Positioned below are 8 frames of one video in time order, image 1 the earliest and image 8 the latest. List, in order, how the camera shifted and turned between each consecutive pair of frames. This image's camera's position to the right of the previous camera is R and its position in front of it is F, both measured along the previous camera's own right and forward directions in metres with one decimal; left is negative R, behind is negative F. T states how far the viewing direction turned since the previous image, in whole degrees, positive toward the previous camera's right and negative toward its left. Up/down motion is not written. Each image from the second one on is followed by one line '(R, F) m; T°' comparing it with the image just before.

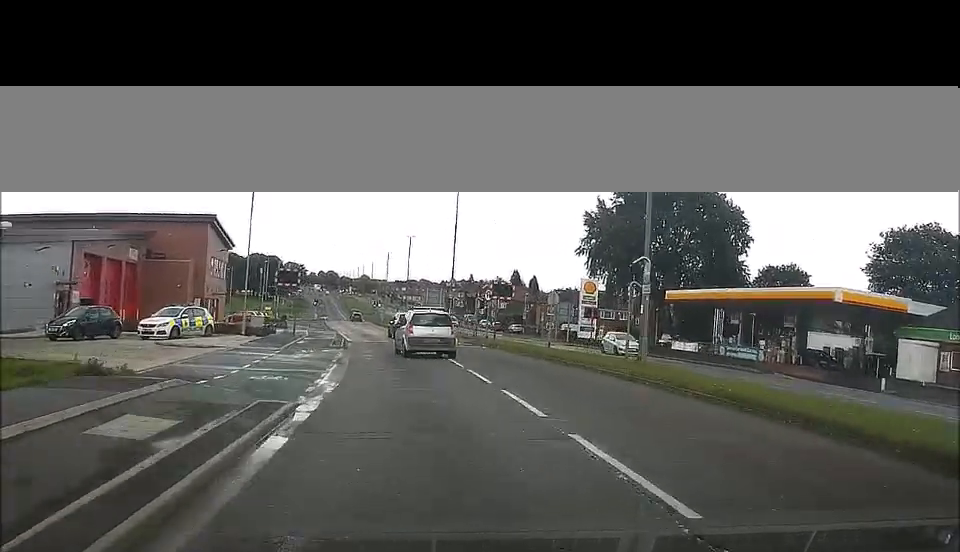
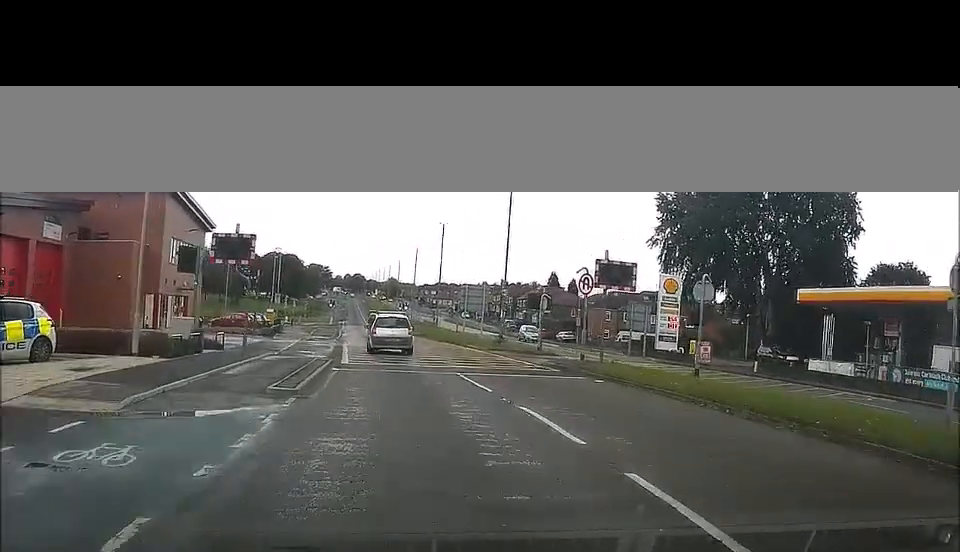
(-0.9, +19.2) m; -2°
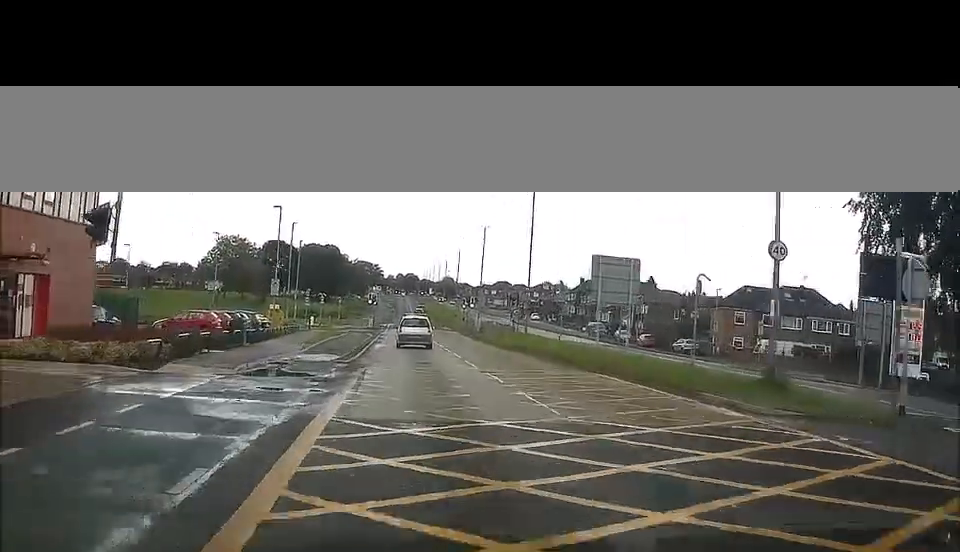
(-0.6, +29.7) m; -5°
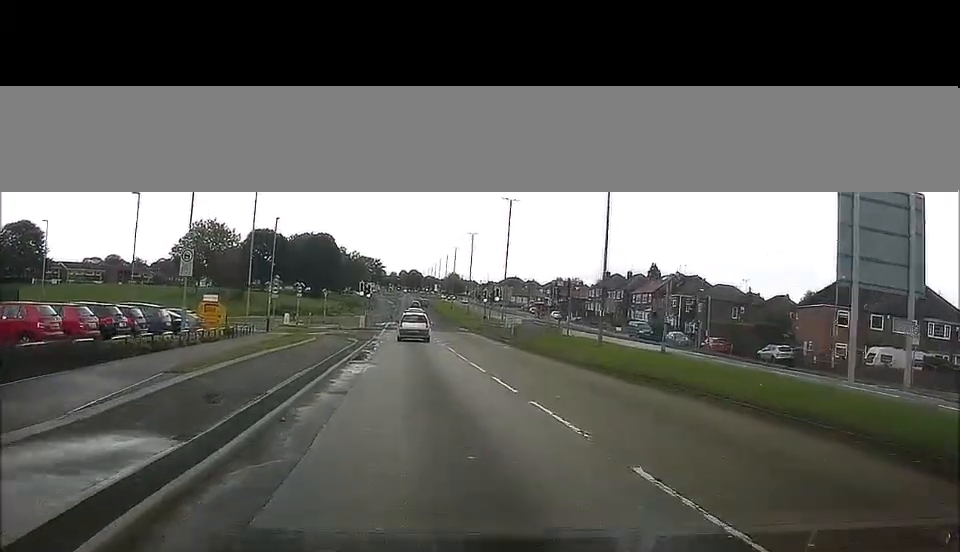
(-0.6, +21.4) m; -2°
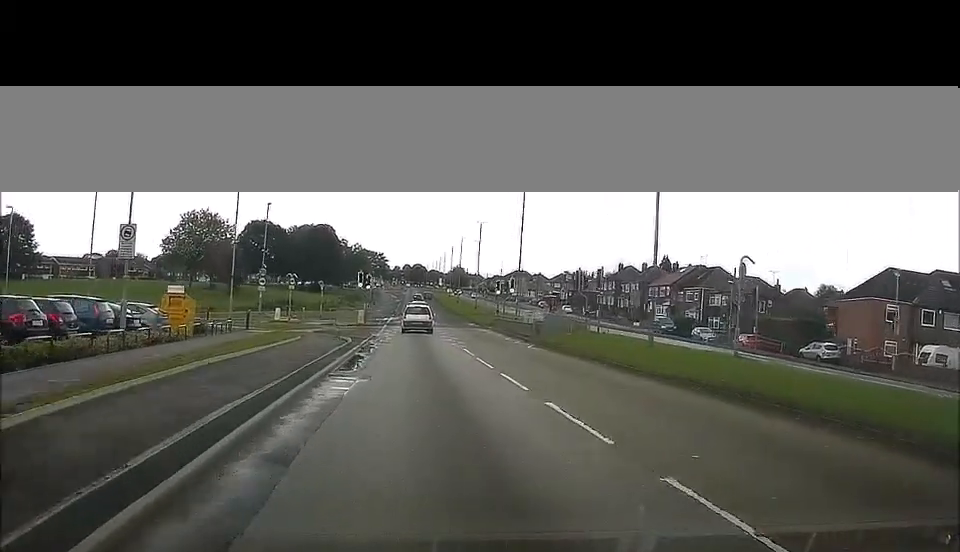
(-0.1, +7.0) m; 0°
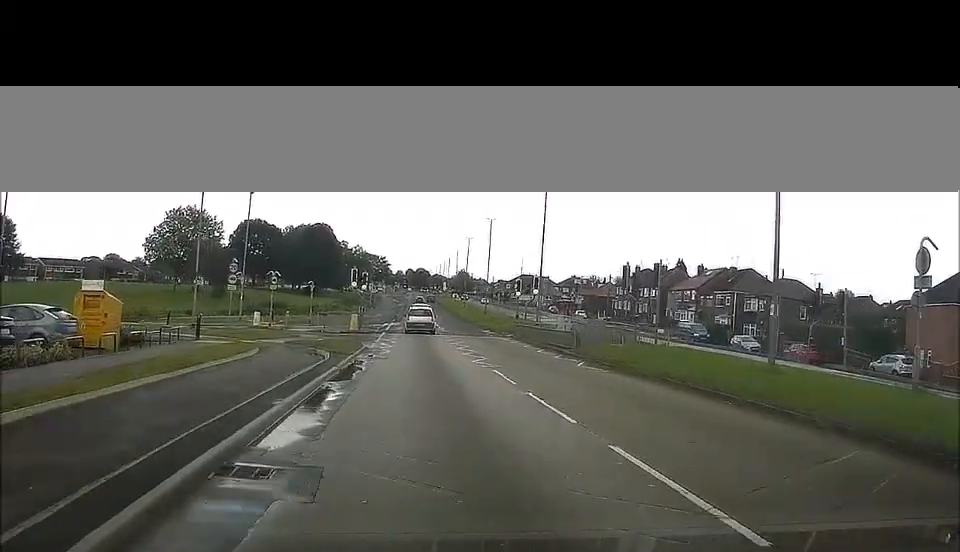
(0.0, +9.8) m; +1°
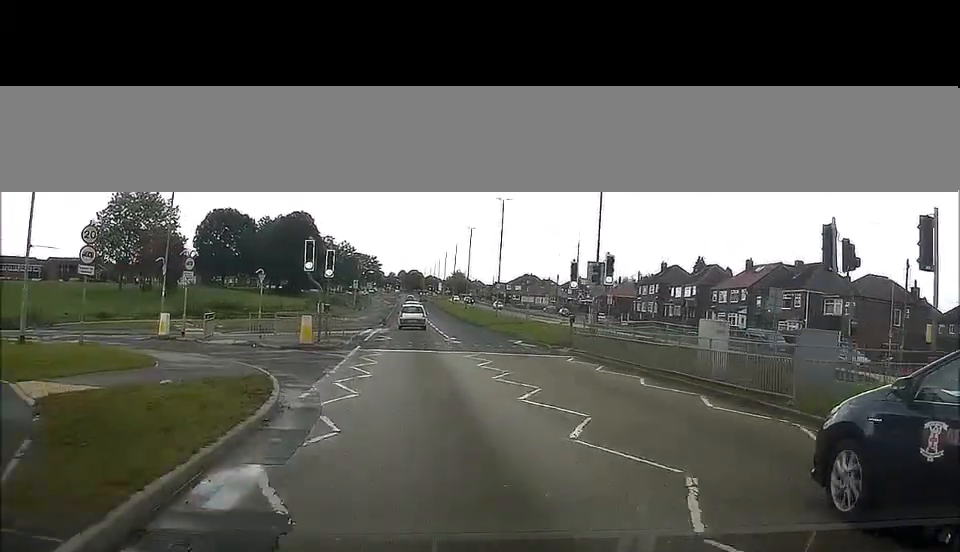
(+0.3, +19.8) m; 0°
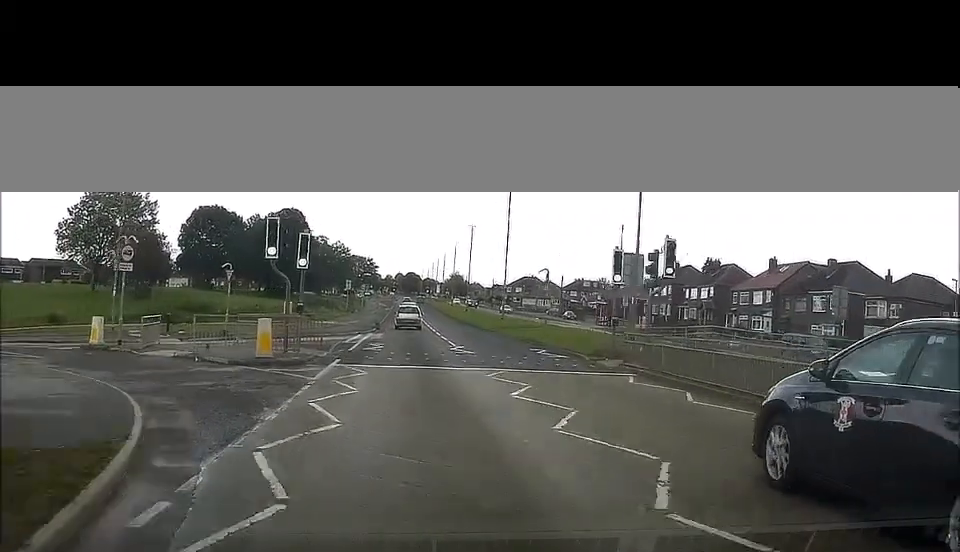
(+0.1, +7.7) m; 0°
